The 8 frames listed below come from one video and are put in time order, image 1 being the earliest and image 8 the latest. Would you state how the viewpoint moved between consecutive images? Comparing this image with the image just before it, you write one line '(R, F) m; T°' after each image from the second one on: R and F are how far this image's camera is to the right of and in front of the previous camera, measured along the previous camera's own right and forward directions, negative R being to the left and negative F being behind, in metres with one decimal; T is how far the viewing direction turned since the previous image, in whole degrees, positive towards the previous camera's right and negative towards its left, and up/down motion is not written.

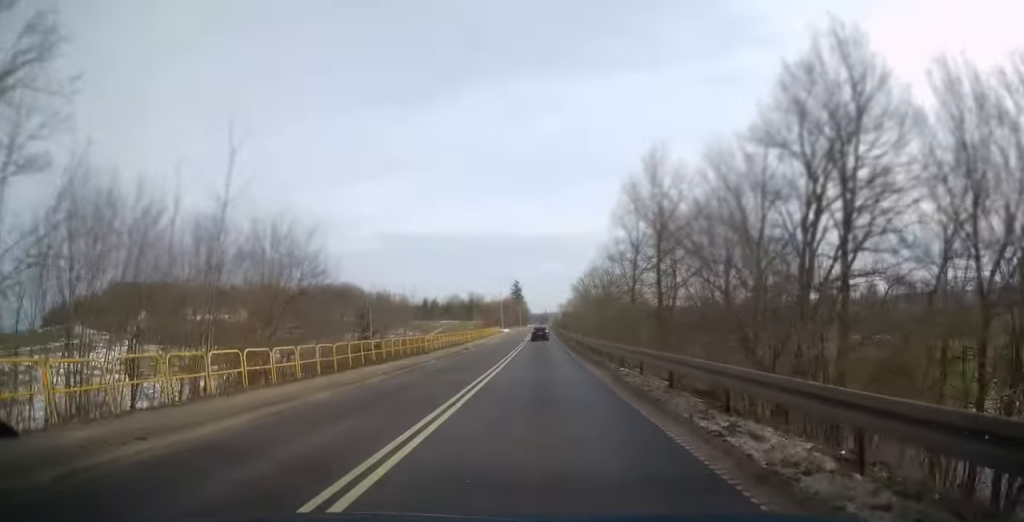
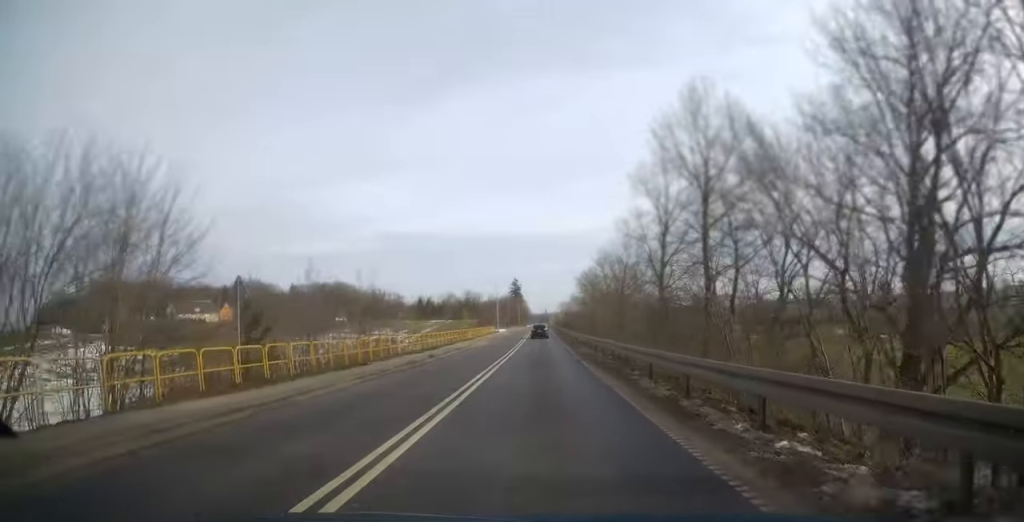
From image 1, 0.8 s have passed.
(-0.2, +13.5) m; -1°
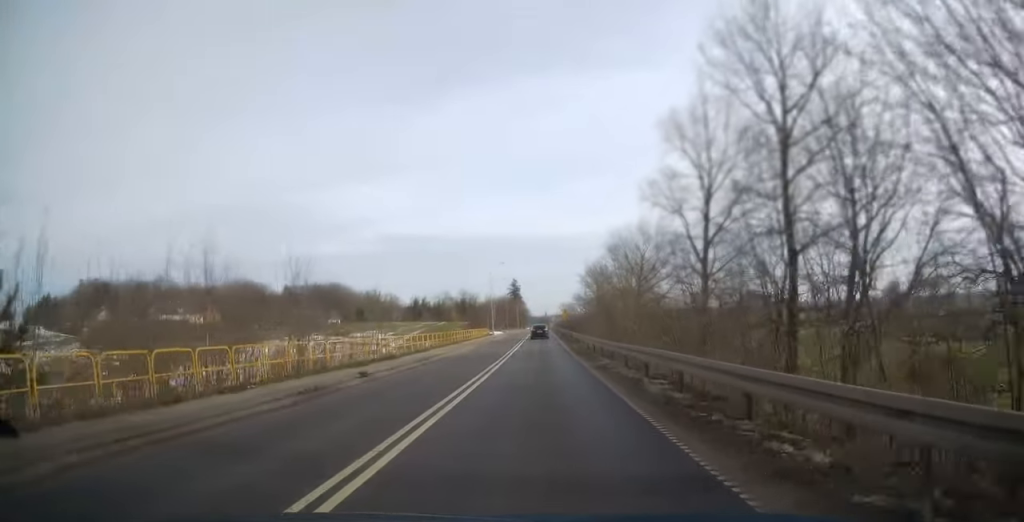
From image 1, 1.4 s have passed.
(0.0, +11.5) m; +1°
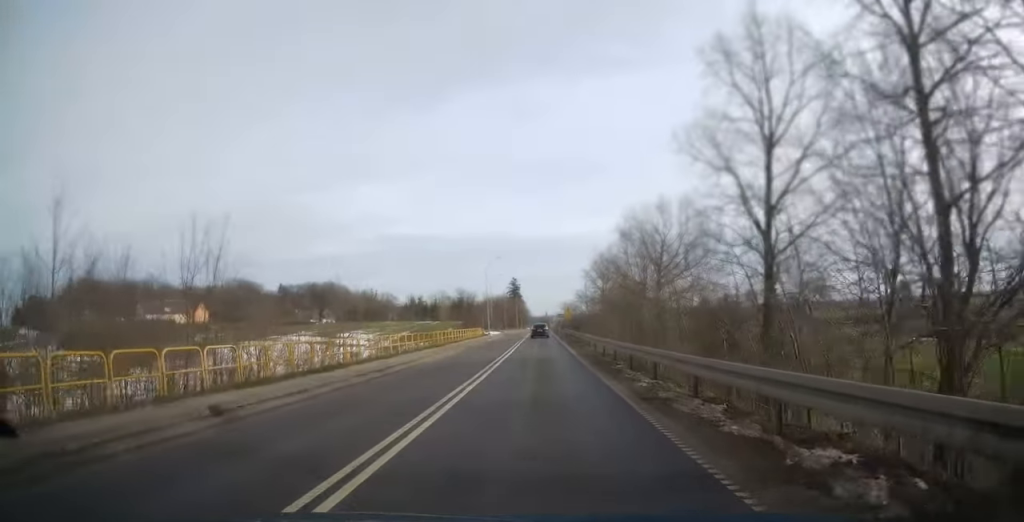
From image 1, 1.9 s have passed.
(0.0, +9.1) m; 0°
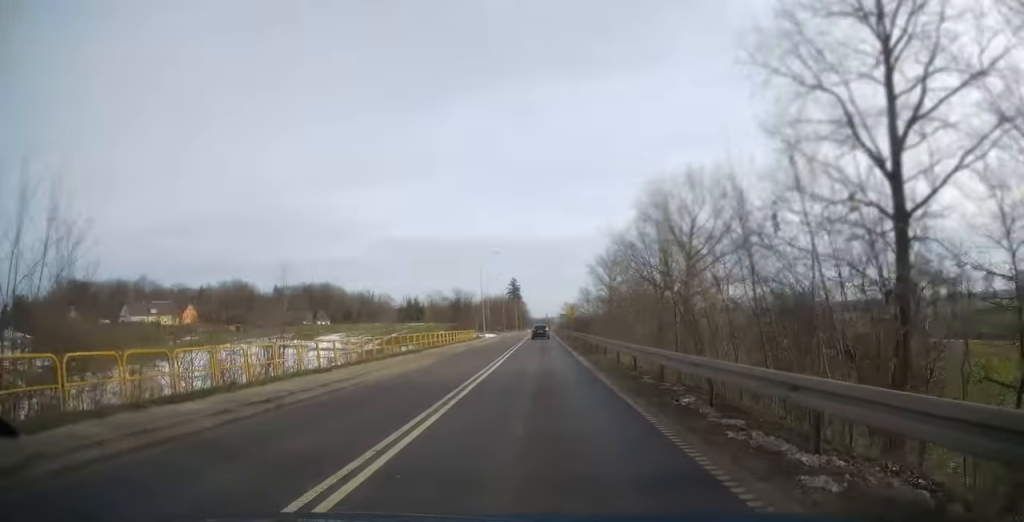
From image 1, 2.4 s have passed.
(+0.2, +9.1) m; 0°
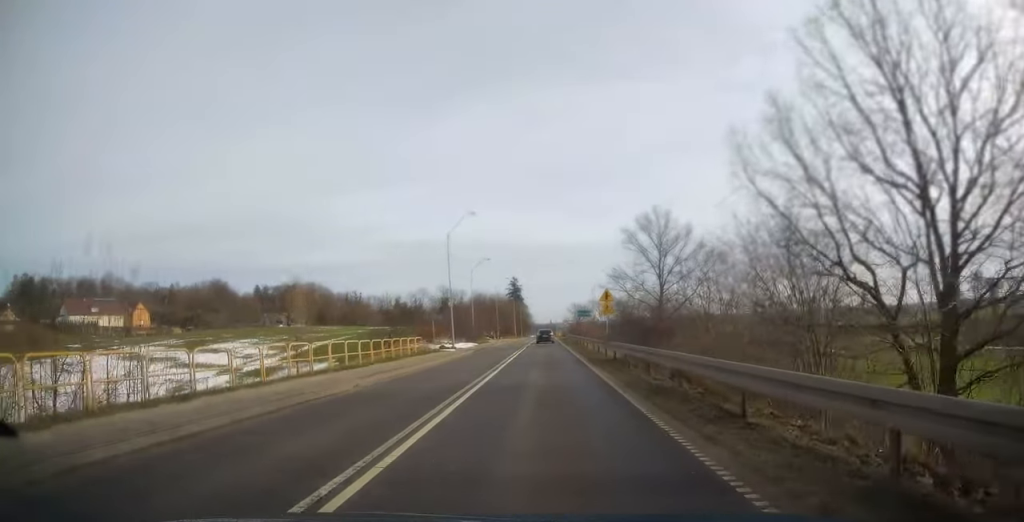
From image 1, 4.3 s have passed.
(-0.9, +34.1) m; -2°
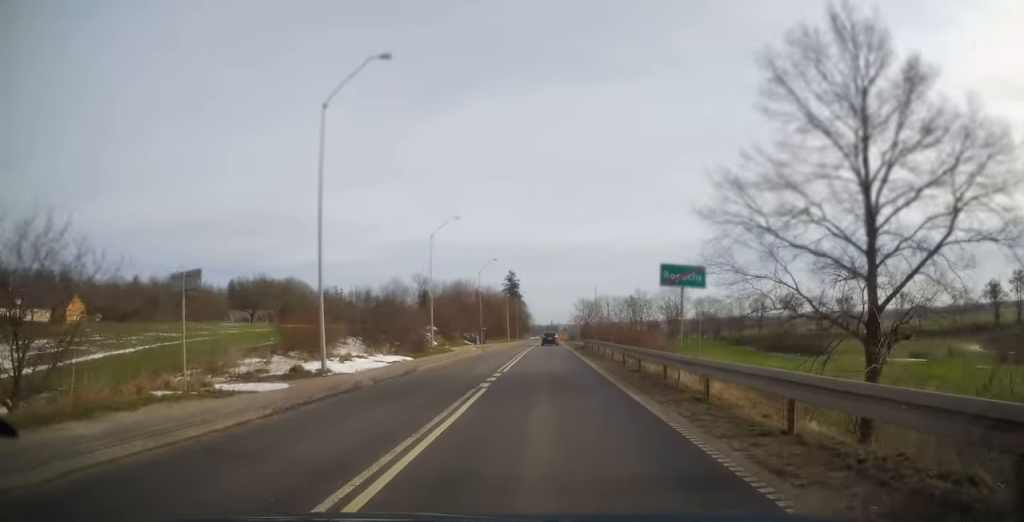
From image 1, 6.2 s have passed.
(+0.8, +33.3) m; +2°
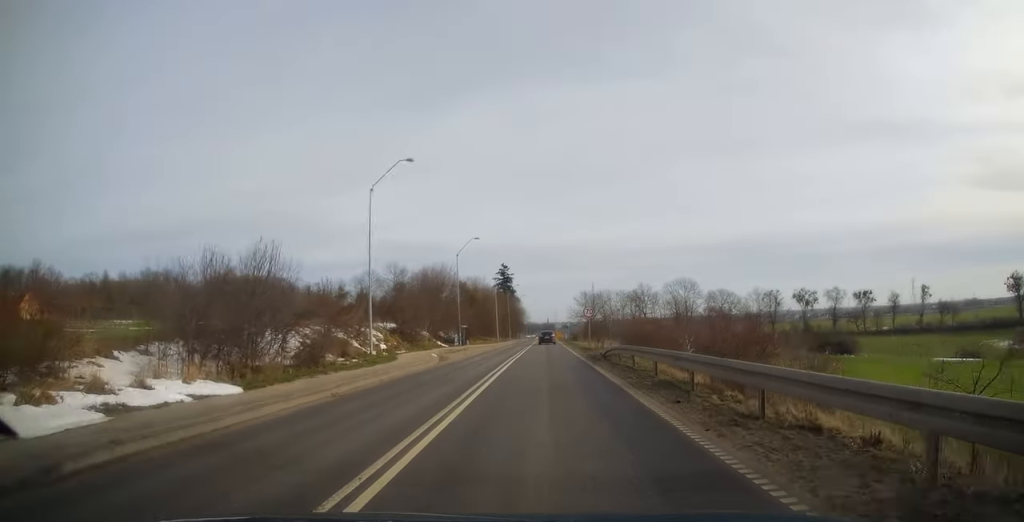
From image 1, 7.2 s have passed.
(-0.1, +18.9) m; 0°
